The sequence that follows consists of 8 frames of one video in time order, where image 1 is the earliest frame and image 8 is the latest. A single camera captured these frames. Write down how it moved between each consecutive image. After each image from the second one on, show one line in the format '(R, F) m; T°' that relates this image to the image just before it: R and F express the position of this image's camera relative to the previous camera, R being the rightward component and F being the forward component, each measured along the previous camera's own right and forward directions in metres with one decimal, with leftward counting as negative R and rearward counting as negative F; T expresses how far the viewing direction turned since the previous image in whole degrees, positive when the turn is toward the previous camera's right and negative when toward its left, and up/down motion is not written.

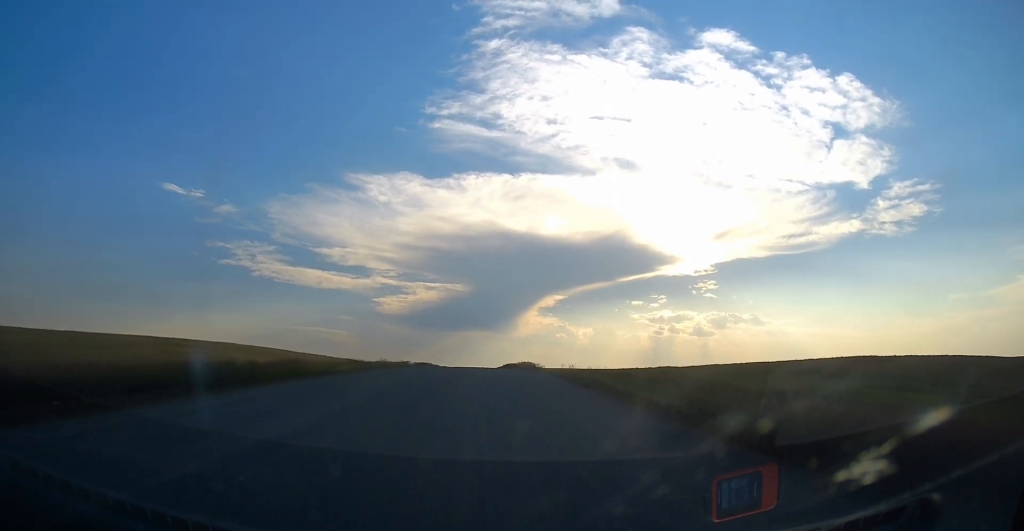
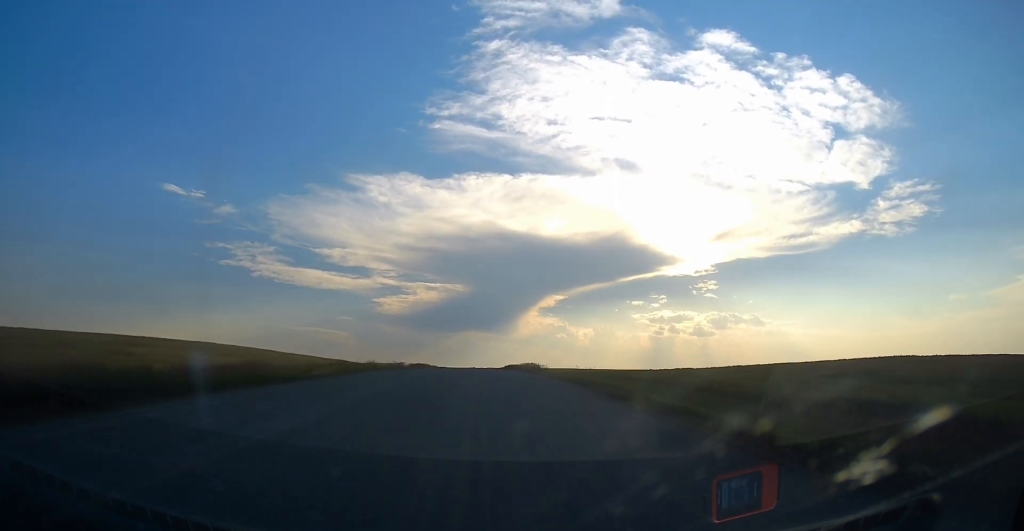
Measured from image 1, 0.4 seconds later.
(0.0, +6.5) m; 0°
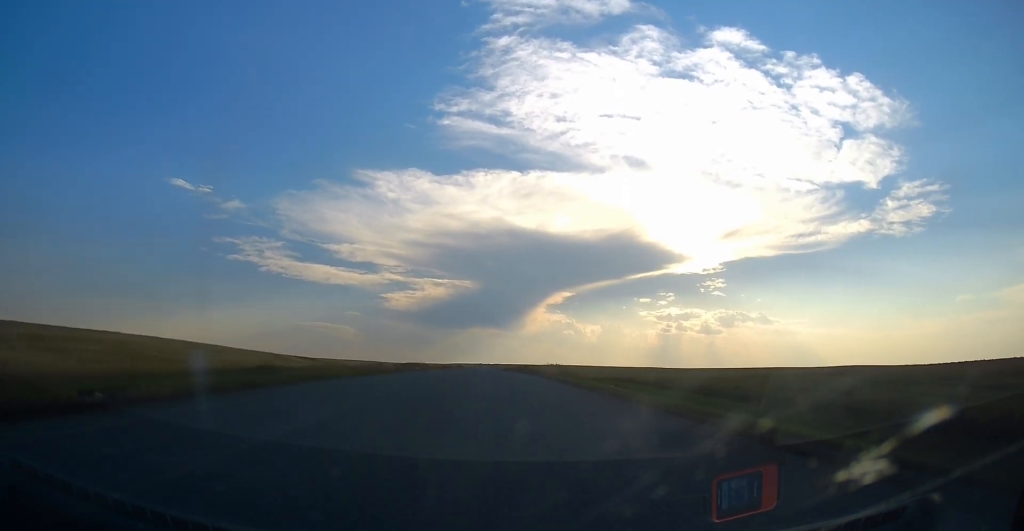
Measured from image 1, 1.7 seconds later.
(0.0, +21.1) m; 0°
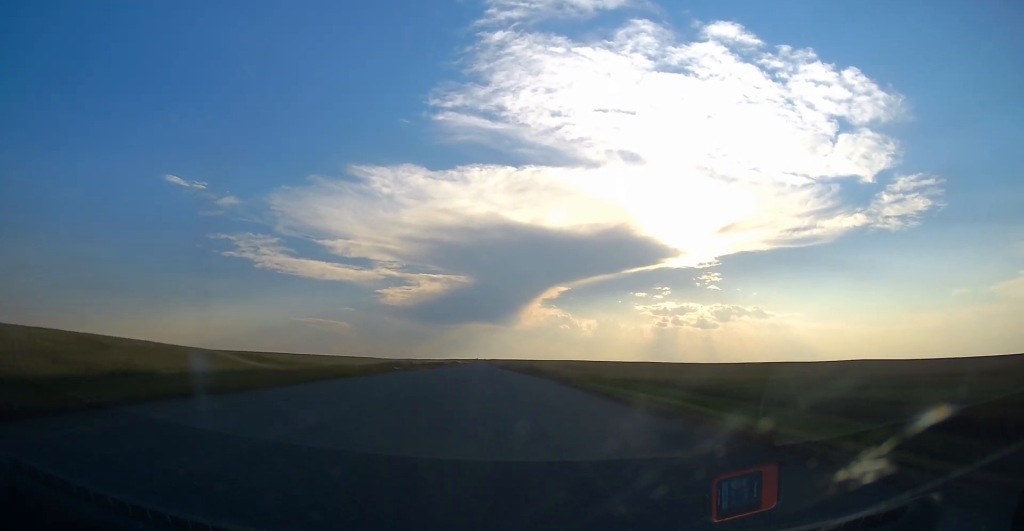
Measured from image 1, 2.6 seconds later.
(0.0, +15.1) m; 0°
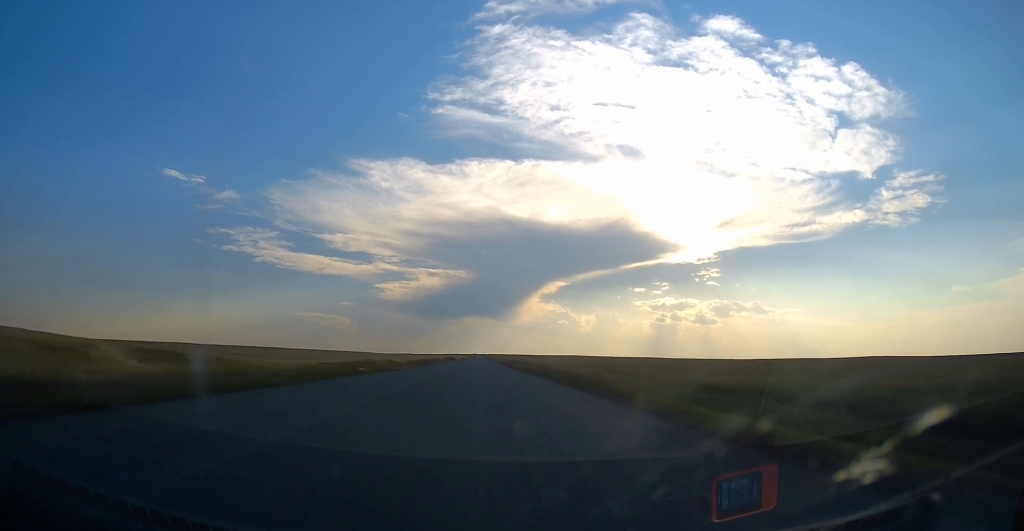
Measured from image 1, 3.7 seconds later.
(0.0, +17.7) m; 0°
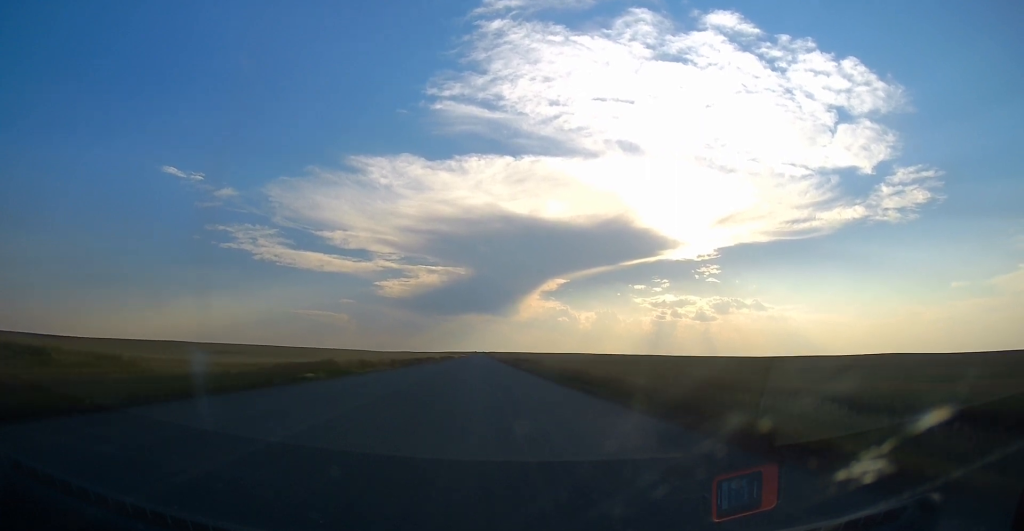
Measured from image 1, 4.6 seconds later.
(0.0, +13.9) m; 0°
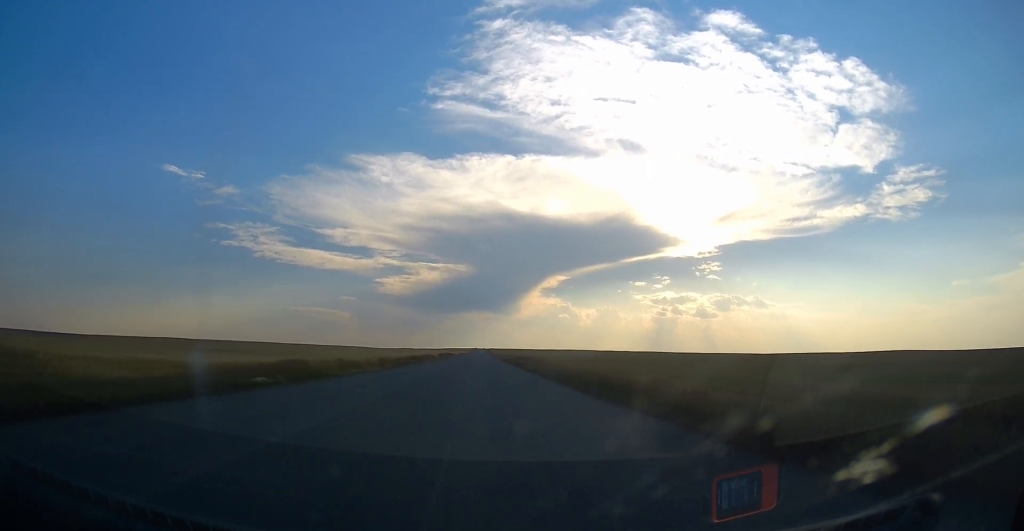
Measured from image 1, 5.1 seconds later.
(0.0, +7.5) m; 0°
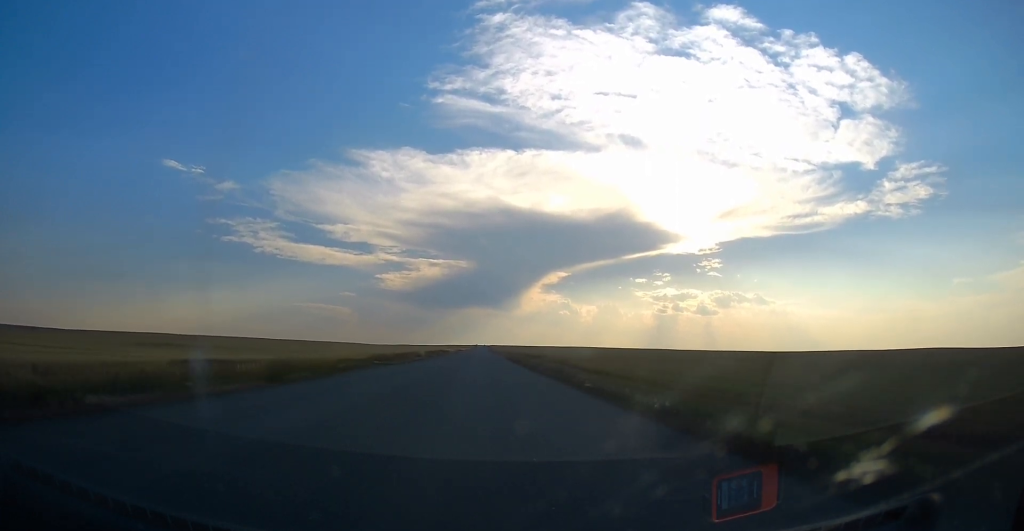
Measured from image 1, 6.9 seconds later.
(+0.7, +29.5) m; +1°
